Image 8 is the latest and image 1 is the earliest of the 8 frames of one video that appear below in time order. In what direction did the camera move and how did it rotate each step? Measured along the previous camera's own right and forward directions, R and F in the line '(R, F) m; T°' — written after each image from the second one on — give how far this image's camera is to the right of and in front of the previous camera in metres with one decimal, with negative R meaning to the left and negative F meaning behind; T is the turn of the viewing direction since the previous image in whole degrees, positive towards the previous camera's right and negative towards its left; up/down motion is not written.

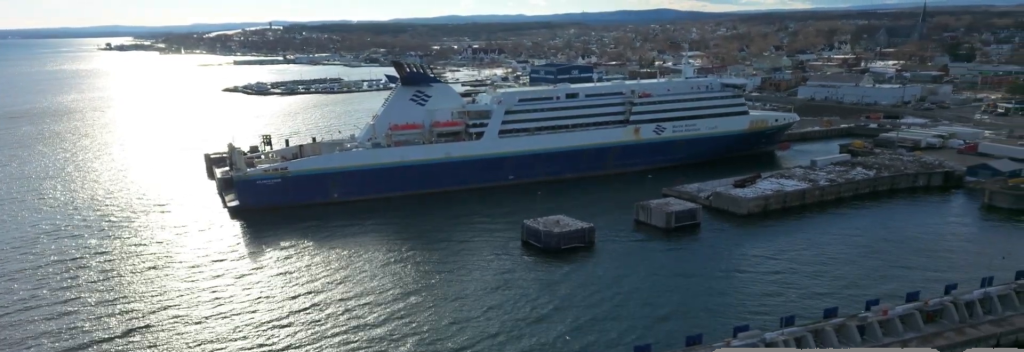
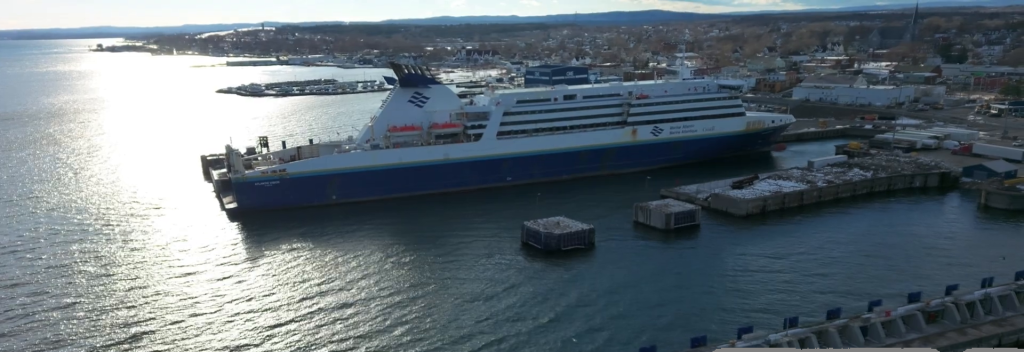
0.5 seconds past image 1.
(0.0, +1.6) m; +1°
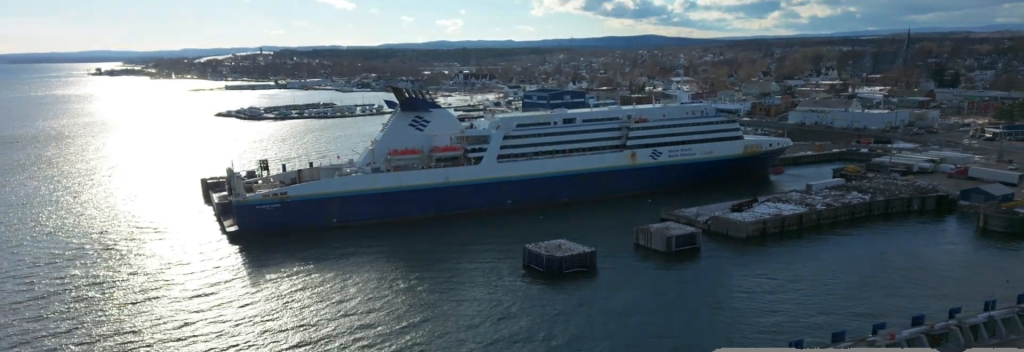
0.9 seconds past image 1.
(0.0, +1.2) m; +1°
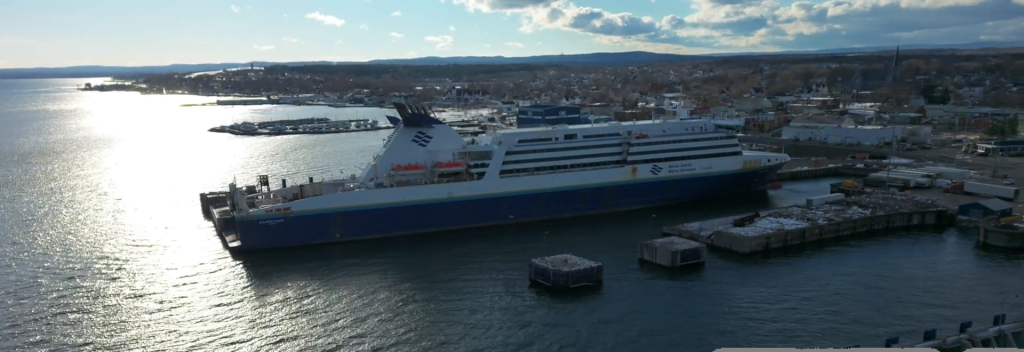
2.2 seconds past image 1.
(+0.1, +3.7) m; +4°
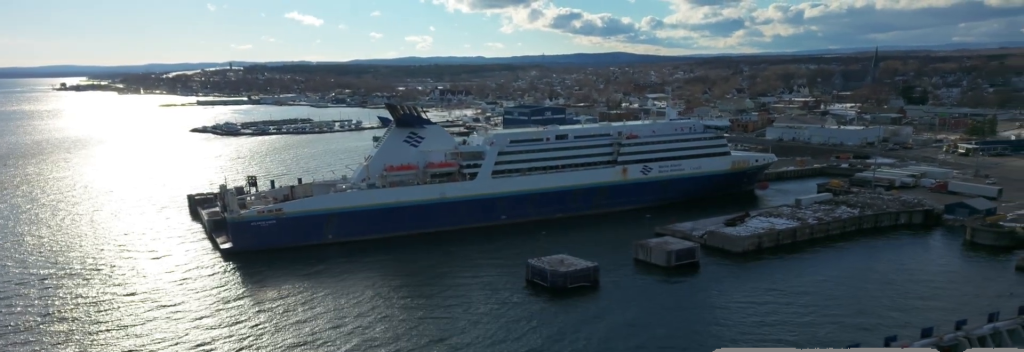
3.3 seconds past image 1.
(0.0, +3.2) m; +1°
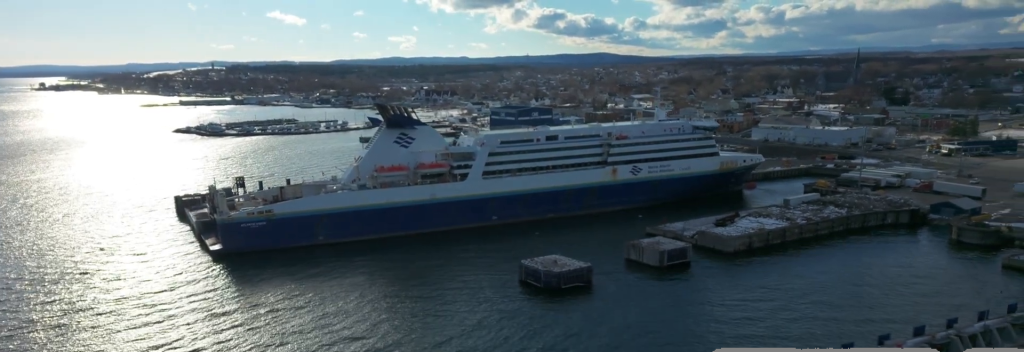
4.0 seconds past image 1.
(0.0, +1.9) m; +1°
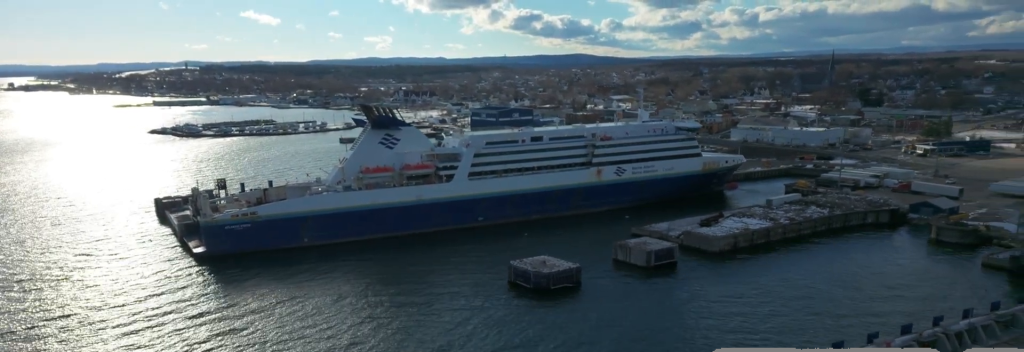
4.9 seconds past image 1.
(0.0, +2.5) m; +1°
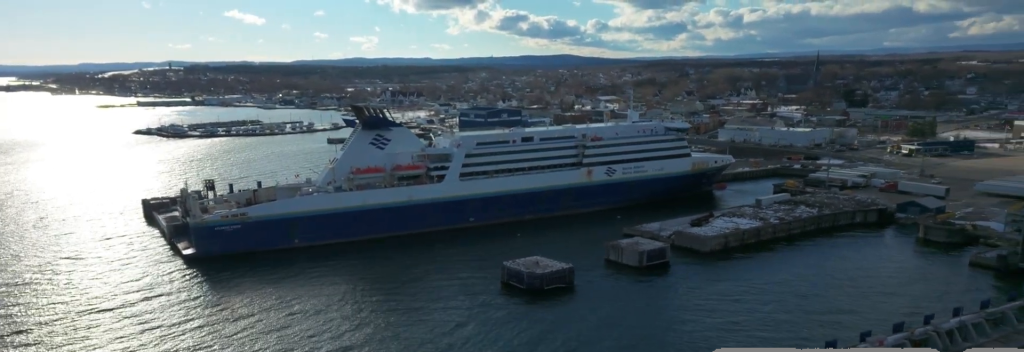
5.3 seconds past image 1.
(0.0, +1.4) m; +1°
